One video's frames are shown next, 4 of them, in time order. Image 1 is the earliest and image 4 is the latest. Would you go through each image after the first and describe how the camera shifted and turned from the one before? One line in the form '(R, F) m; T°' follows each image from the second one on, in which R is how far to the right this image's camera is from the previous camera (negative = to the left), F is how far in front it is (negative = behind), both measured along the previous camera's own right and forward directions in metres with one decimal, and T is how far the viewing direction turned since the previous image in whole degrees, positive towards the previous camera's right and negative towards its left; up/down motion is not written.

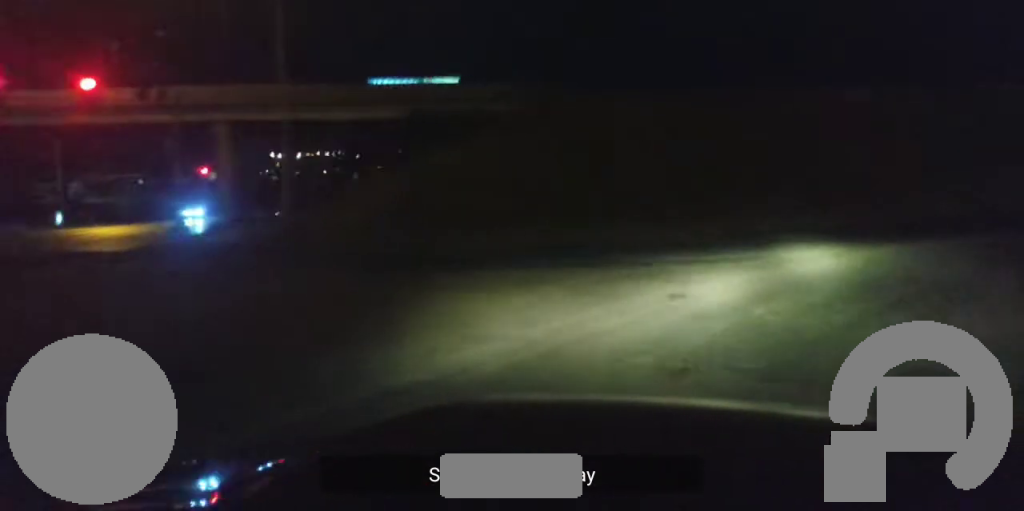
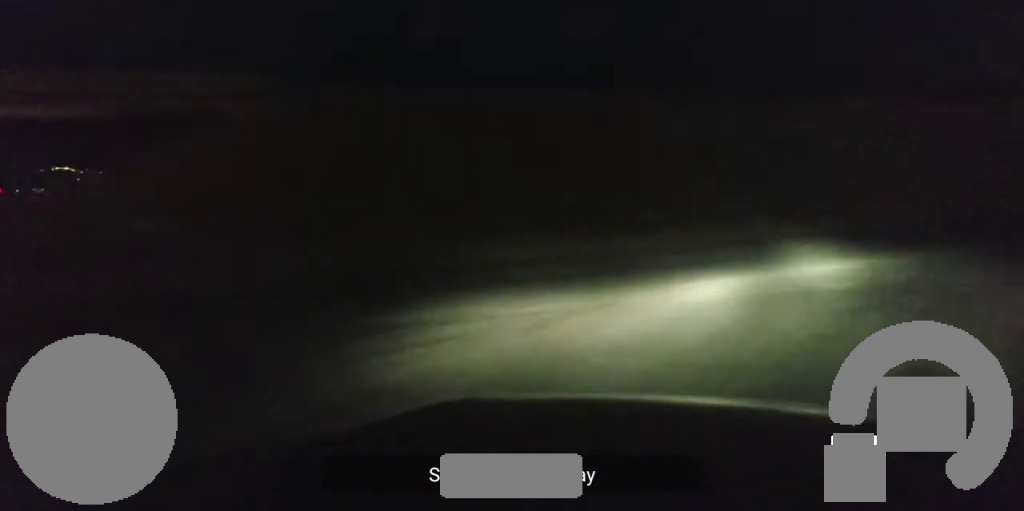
(+0.9, +7.3) m; +11°
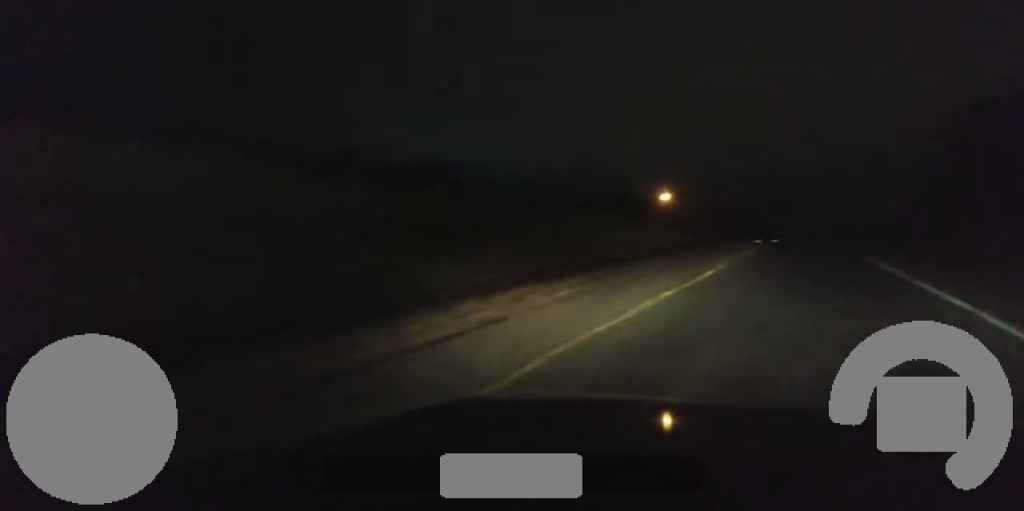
(+10.1, +26.8) m; +36°
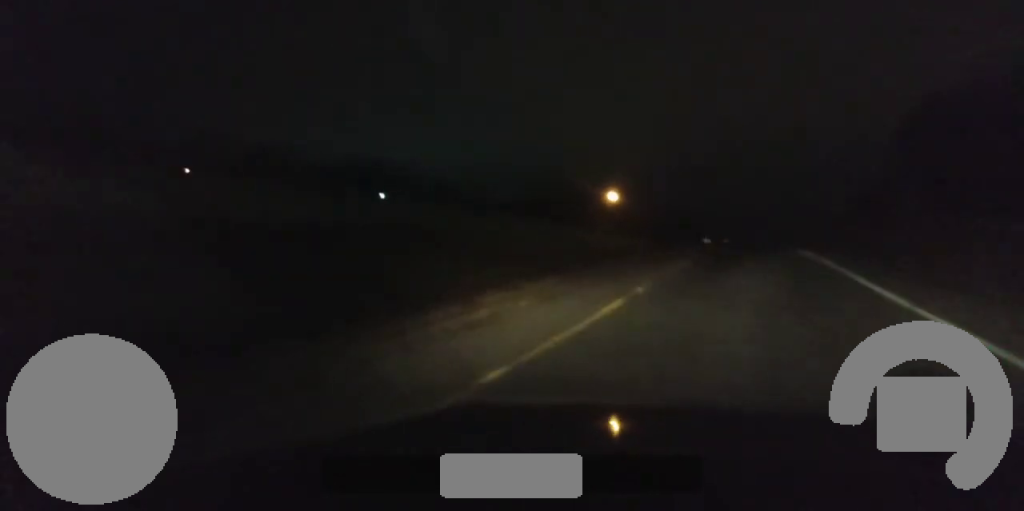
(+0.1, +9.0) m; +10°
